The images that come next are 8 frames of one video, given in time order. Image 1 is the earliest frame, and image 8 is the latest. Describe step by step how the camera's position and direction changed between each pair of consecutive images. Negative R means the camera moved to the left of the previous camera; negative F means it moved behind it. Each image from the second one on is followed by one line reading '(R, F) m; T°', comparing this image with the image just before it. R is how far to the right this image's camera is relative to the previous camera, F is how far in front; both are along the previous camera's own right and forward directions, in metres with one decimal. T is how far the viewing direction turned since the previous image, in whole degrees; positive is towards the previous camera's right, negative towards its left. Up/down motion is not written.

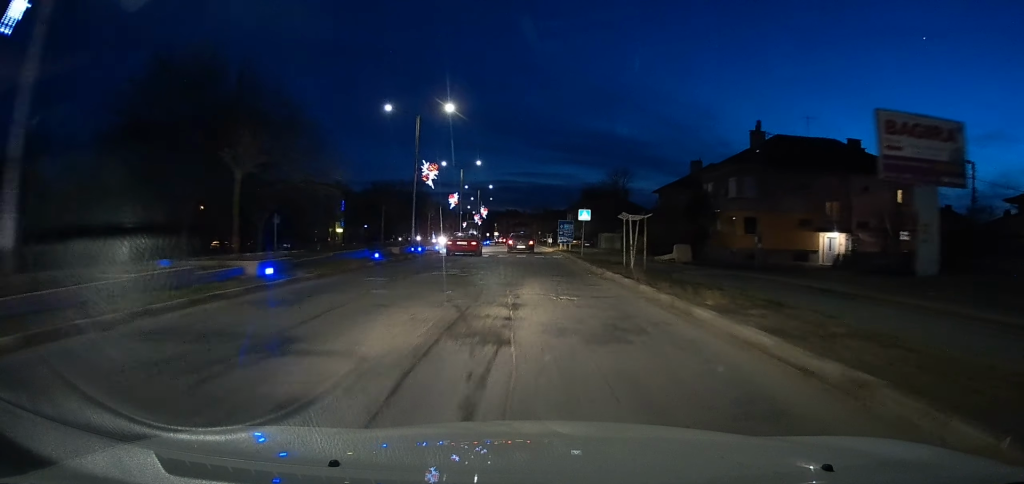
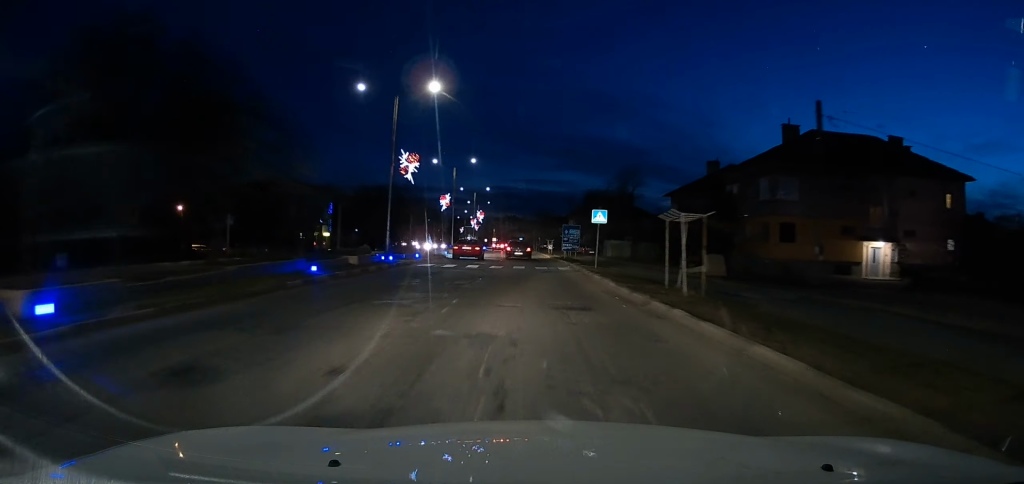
(+0.1, +6.8) m; +1°
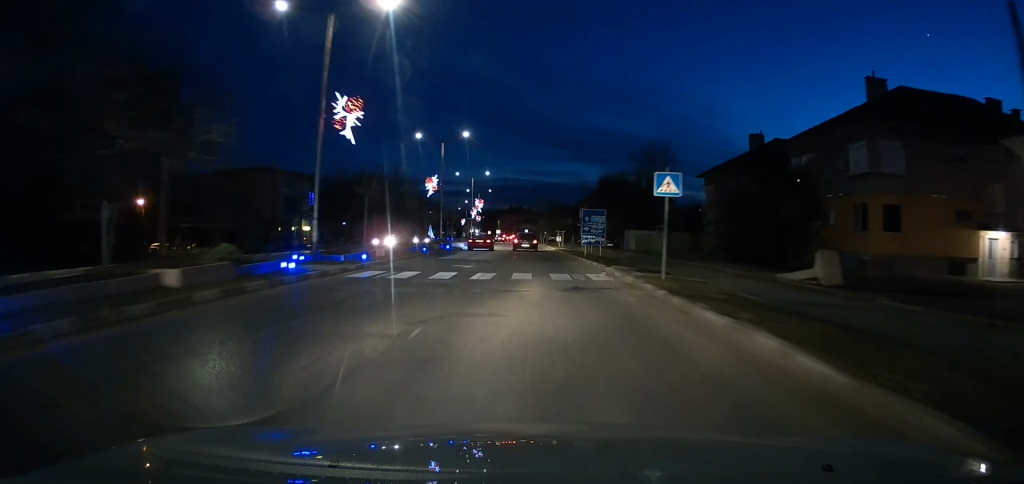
(0.0, +11.8) m; +1°
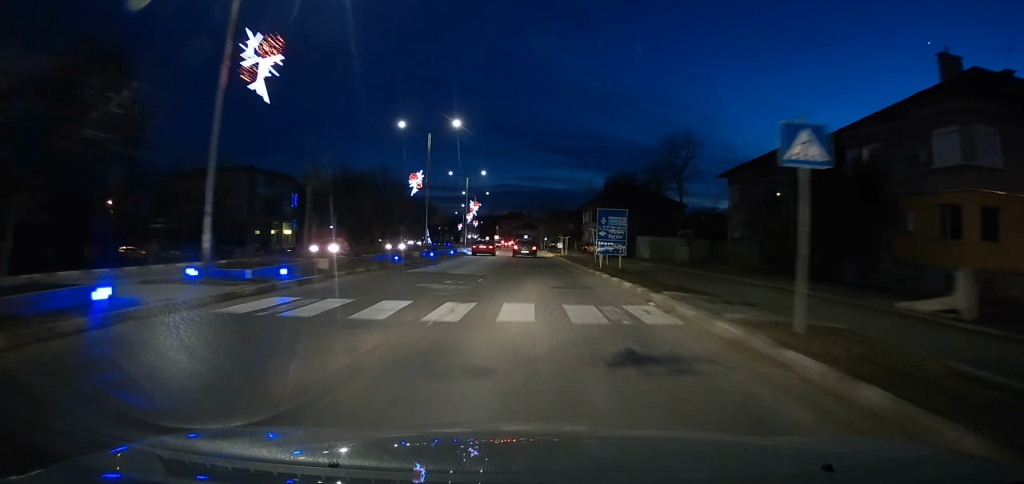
(0.0, +7.1) m; 0°
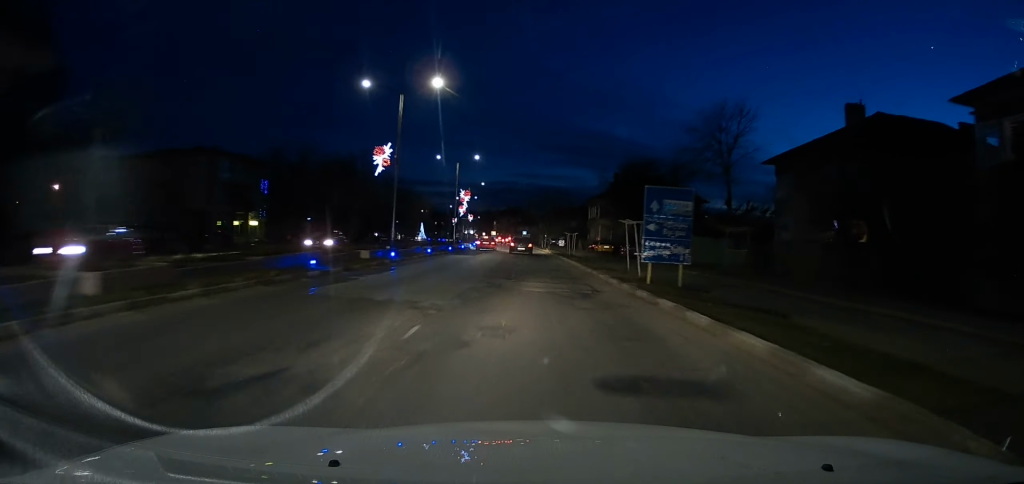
(0.0, +10.3) m; -1°
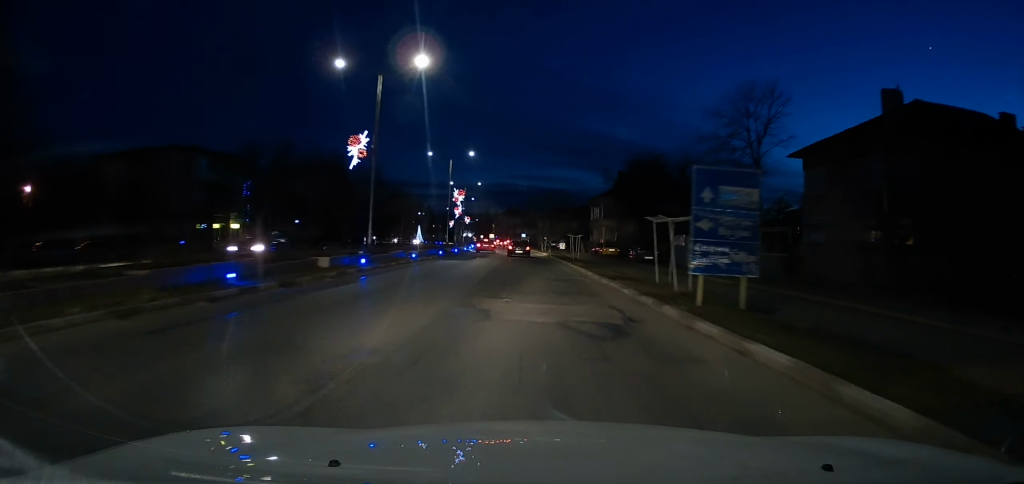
(0.0, +4.6) m; -1°
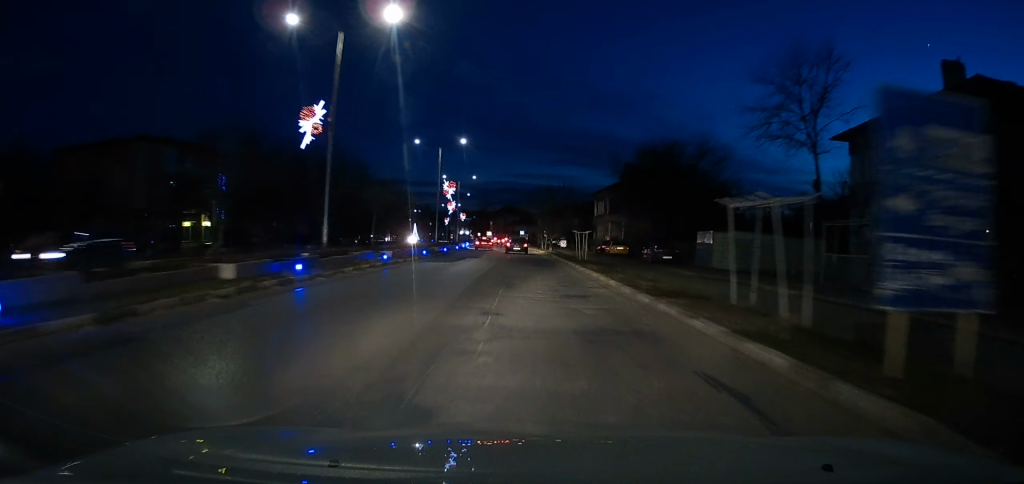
(-0.1, +6.1) m; 0°
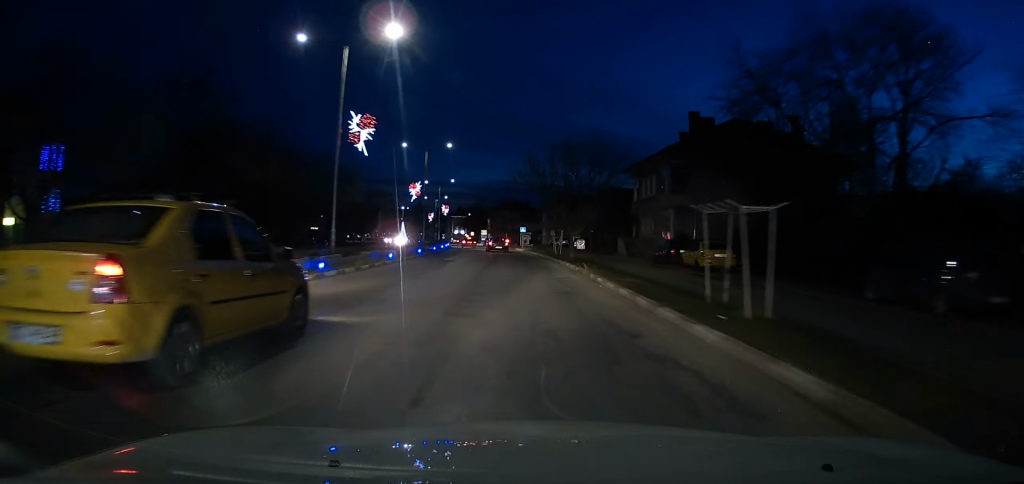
(+0.2, +28.2) m; +1°
